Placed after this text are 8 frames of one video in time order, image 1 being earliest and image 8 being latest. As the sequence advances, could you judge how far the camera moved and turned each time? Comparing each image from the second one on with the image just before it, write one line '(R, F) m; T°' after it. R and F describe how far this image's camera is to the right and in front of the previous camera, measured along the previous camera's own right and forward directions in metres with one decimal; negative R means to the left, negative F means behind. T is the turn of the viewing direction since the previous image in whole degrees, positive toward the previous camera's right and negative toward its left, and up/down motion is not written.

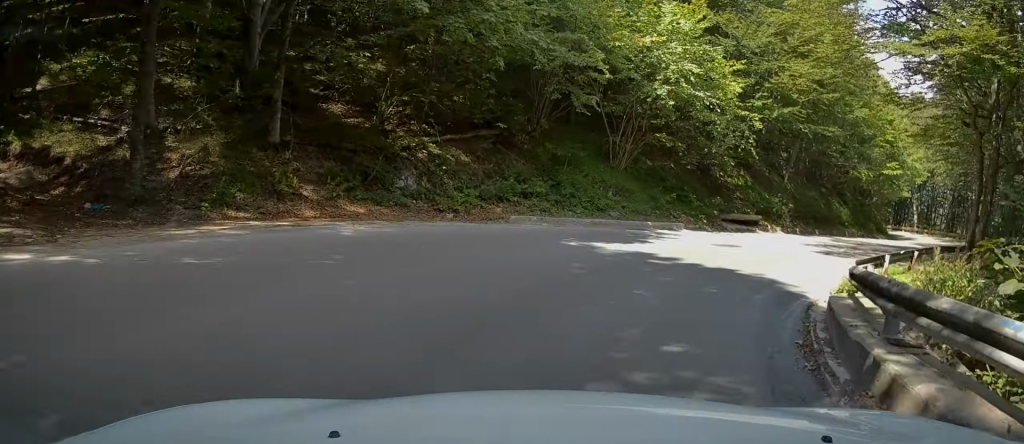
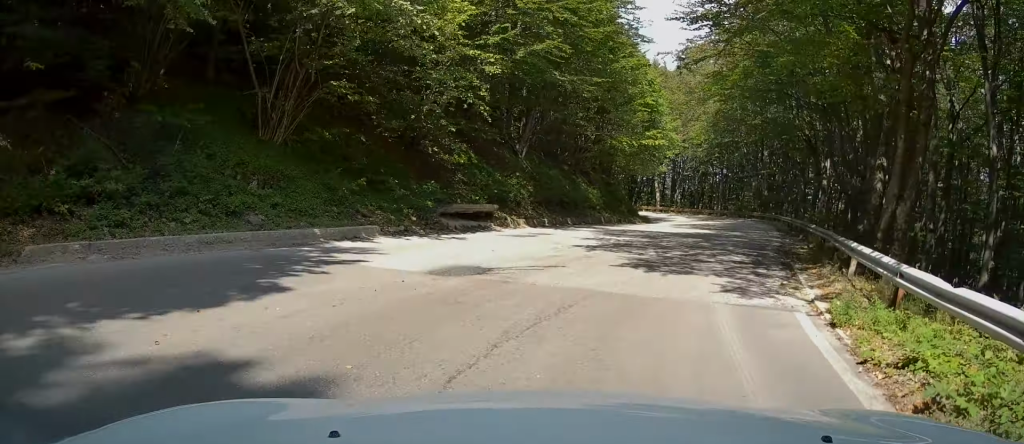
(+1.8, +7.9) m; +22°
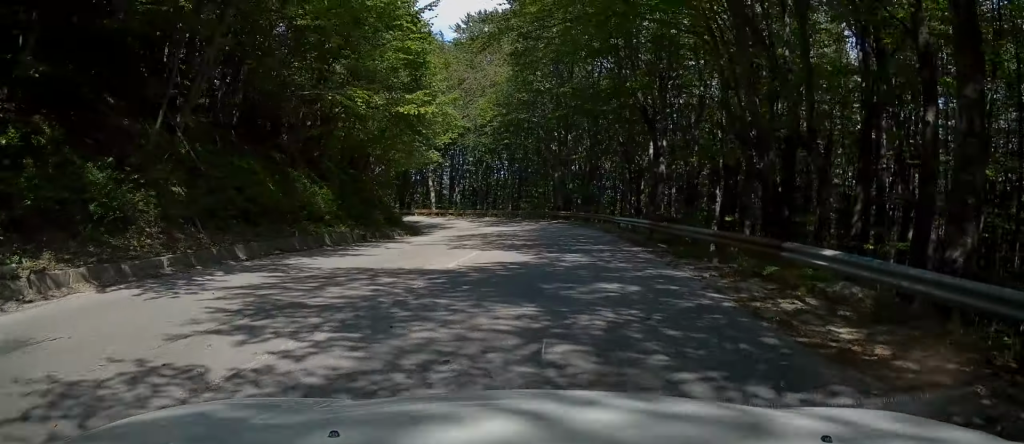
(+2.5, +11.7) m; +19°
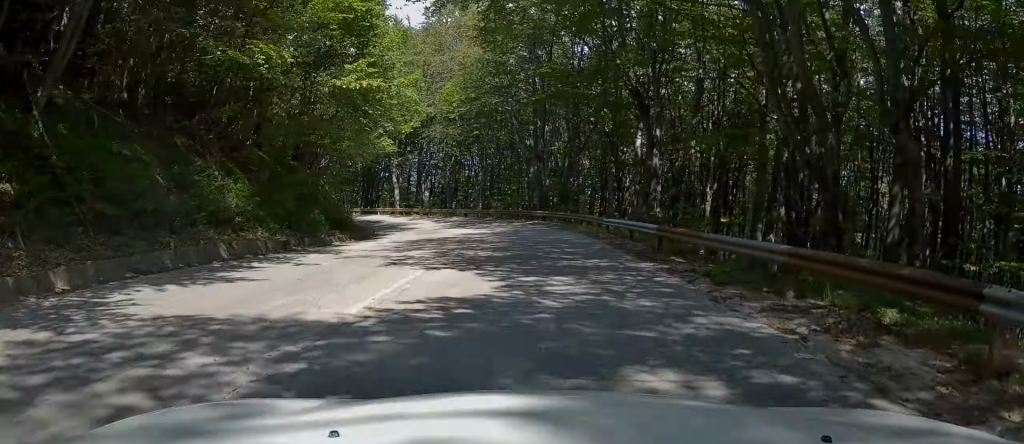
(+0.3, +4.5) m; +3°
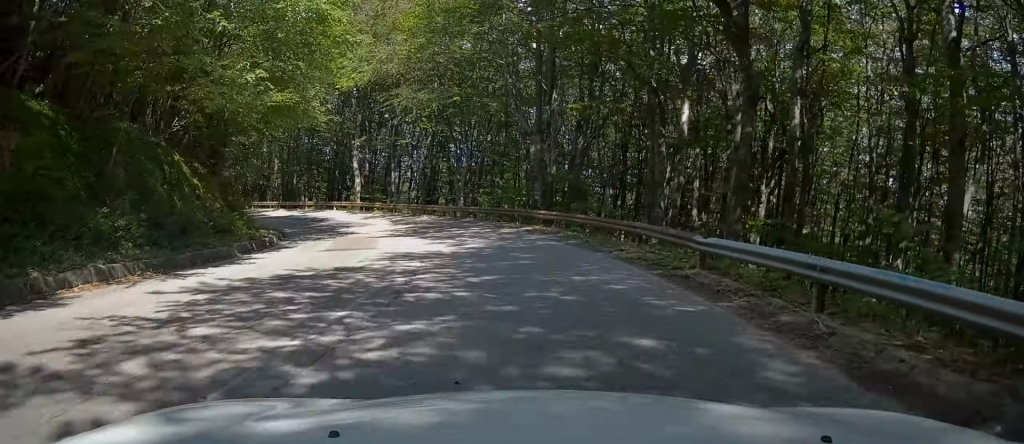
(+0.7, +11.5) m; +1°
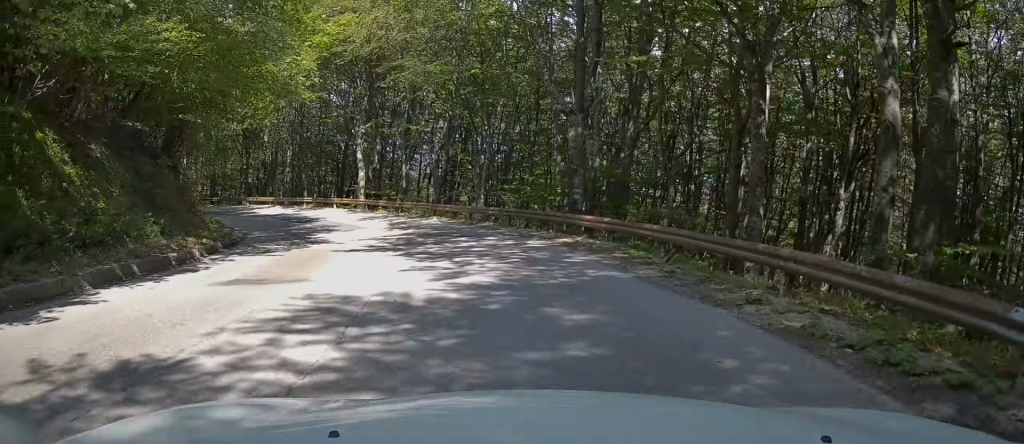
(0.0, +6.3) m; -4°
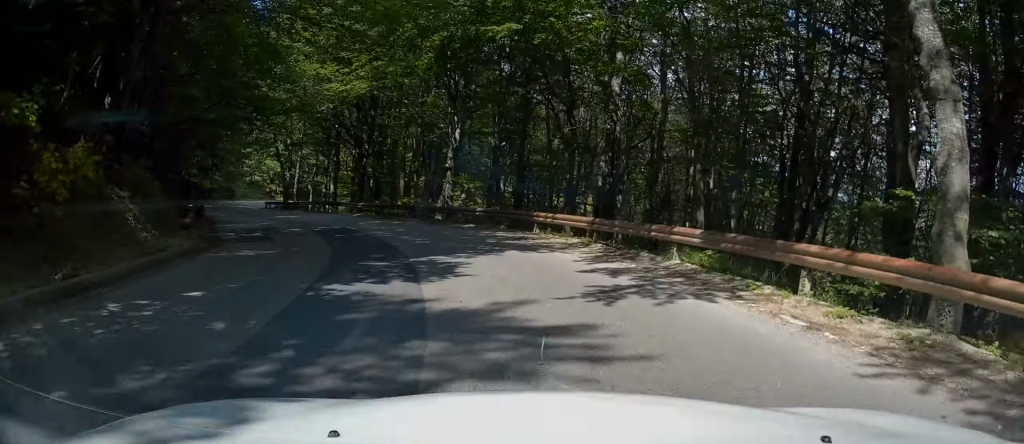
(-8.7, +28.1) m; -36°
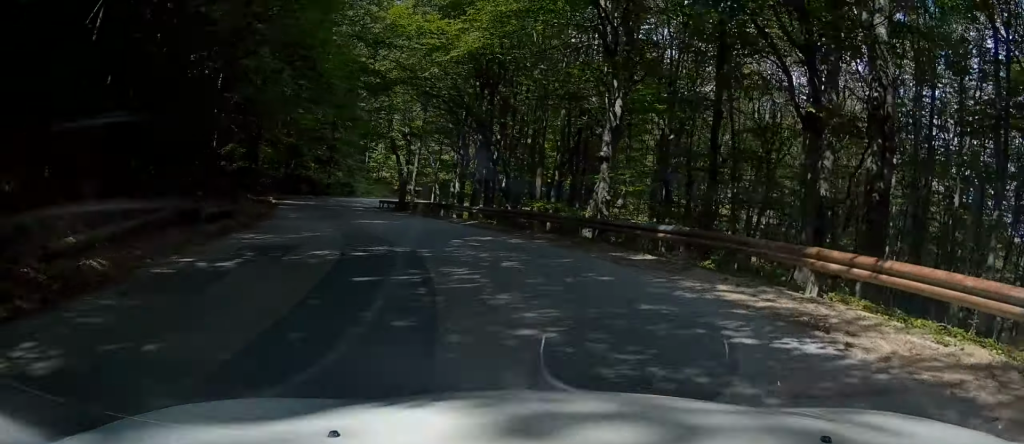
(-1.1, +9.5) m; -10°
